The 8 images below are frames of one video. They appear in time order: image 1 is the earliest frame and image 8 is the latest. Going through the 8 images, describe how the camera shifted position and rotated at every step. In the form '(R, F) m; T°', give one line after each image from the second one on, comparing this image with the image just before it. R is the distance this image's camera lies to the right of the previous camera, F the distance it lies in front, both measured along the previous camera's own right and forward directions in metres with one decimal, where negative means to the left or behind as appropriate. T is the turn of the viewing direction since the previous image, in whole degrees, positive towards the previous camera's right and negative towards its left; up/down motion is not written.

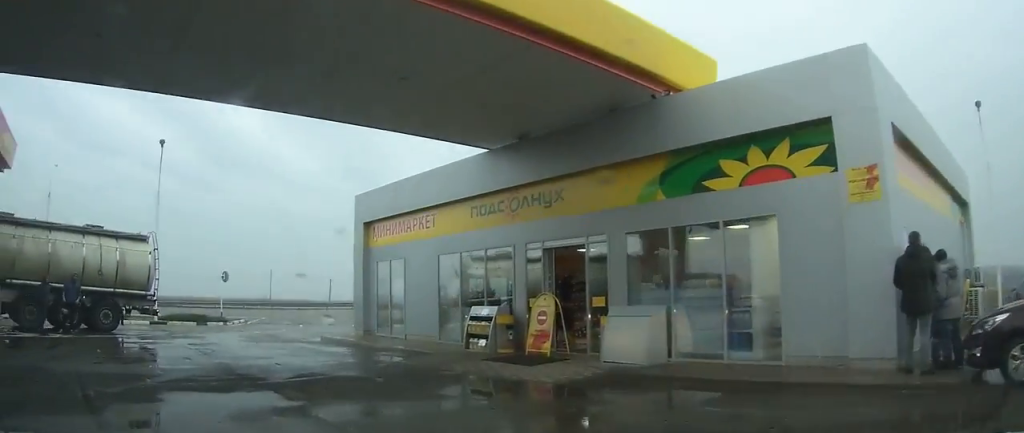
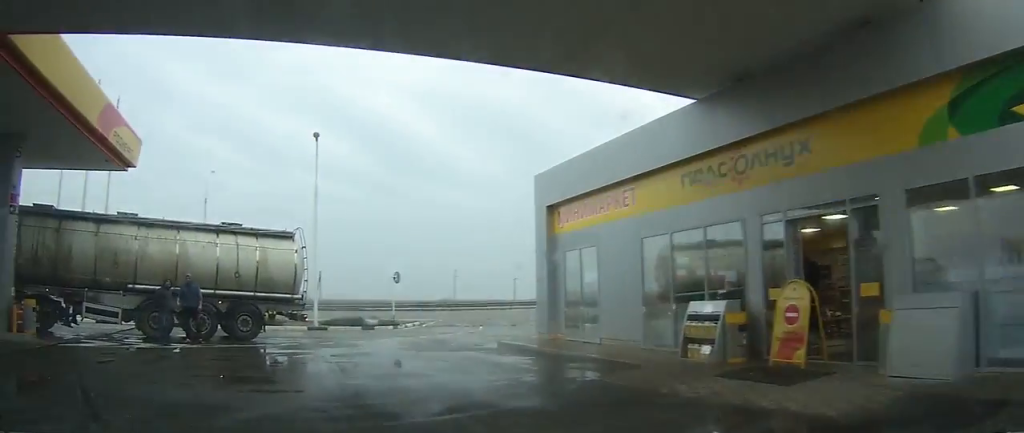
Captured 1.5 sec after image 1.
(-0.4, +2.8) m; -21°
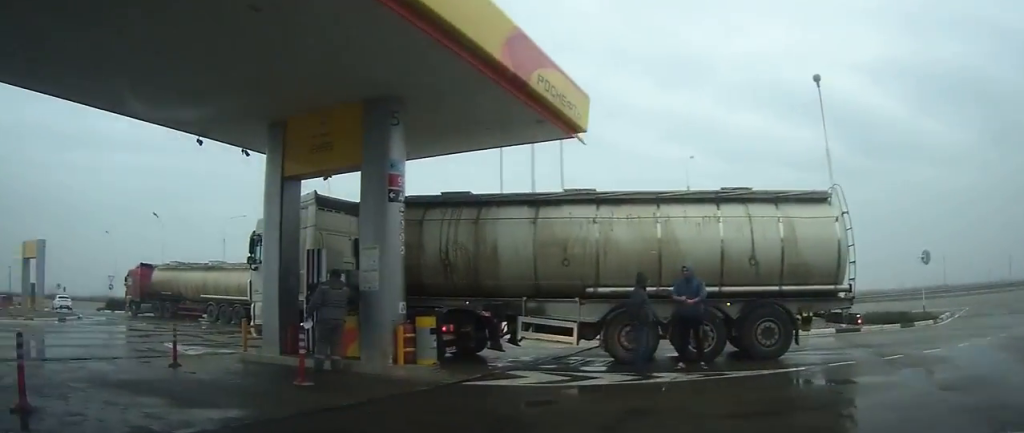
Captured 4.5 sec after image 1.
(-1.8, +3.9) m; -61°
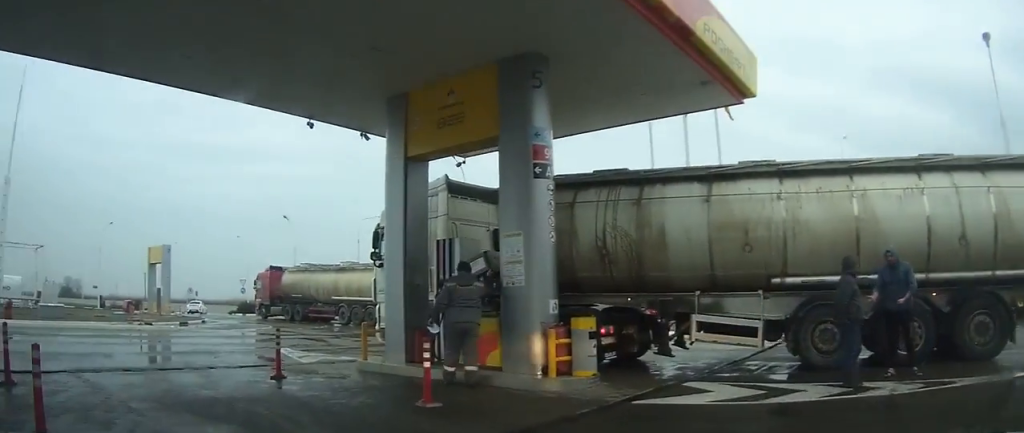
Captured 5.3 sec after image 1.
(-0.1, +1.2) m; -20°
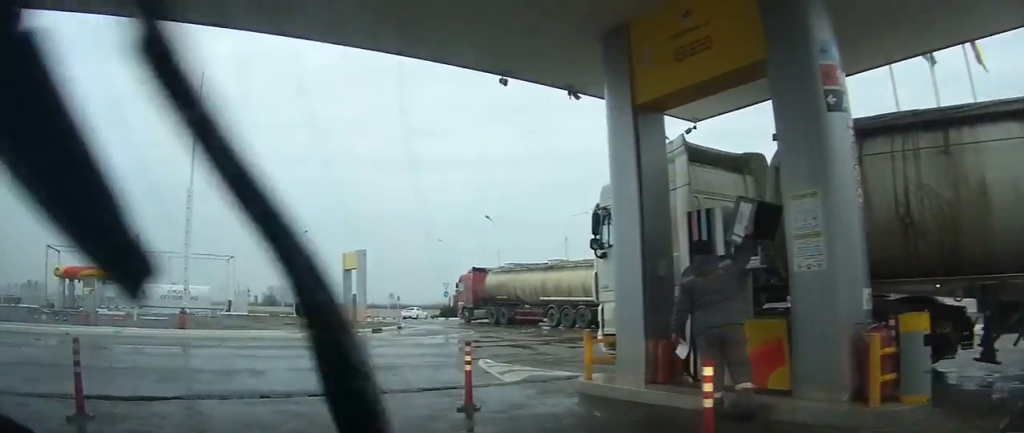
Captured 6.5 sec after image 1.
(-0.6, +1.8) m; -24°
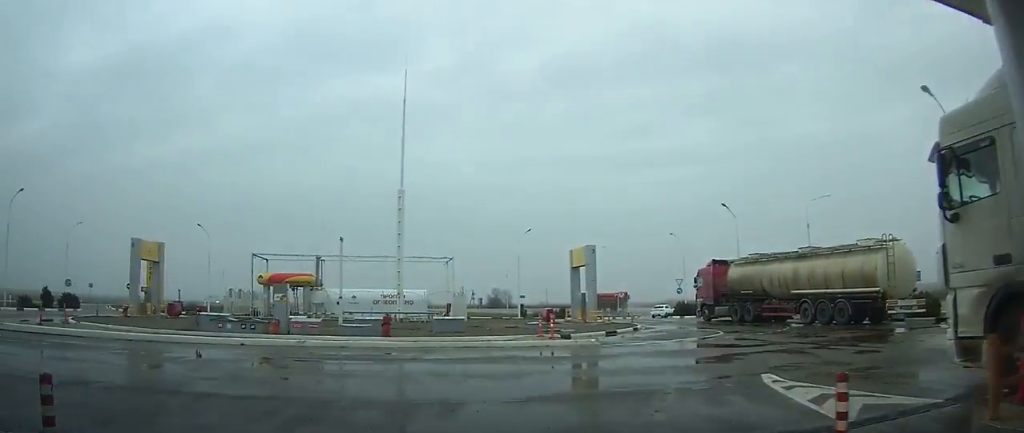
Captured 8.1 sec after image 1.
(-0.7, +2.7) m; -16°
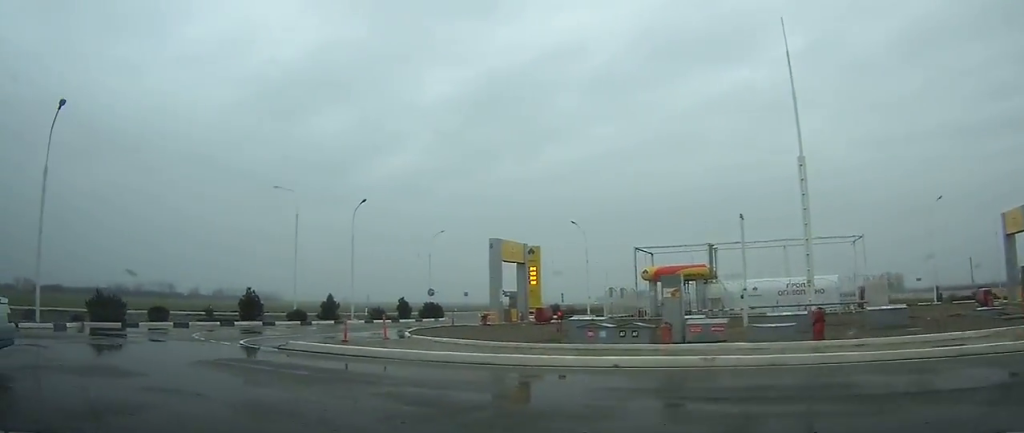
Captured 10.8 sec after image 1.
(-0.6, +5.8) m; -18°
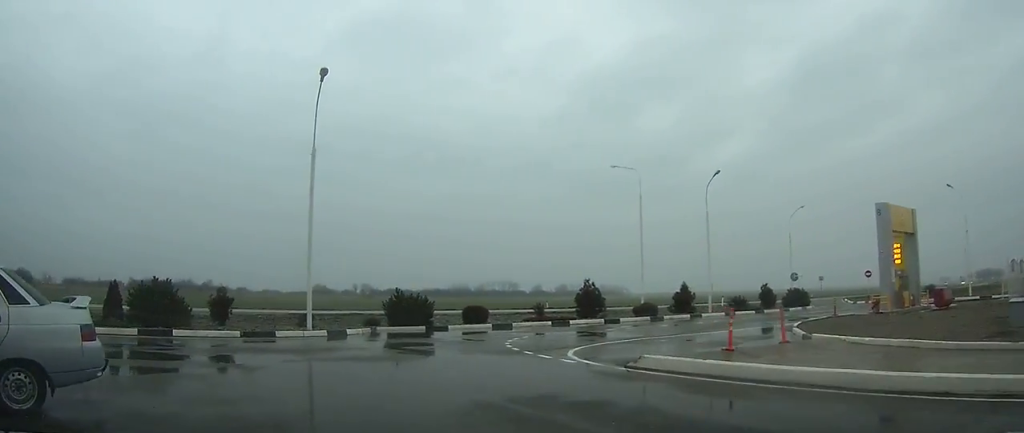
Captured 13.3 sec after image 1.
(-1.4, +5.5) m; -21°
